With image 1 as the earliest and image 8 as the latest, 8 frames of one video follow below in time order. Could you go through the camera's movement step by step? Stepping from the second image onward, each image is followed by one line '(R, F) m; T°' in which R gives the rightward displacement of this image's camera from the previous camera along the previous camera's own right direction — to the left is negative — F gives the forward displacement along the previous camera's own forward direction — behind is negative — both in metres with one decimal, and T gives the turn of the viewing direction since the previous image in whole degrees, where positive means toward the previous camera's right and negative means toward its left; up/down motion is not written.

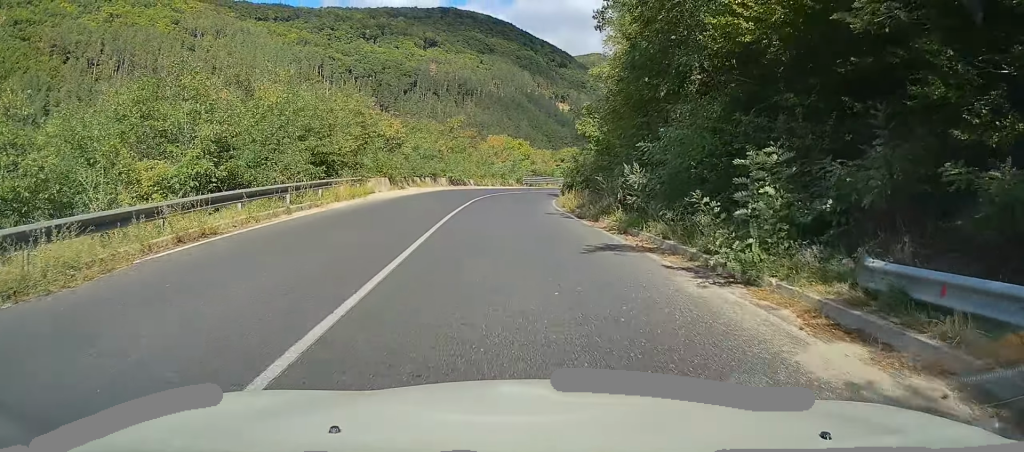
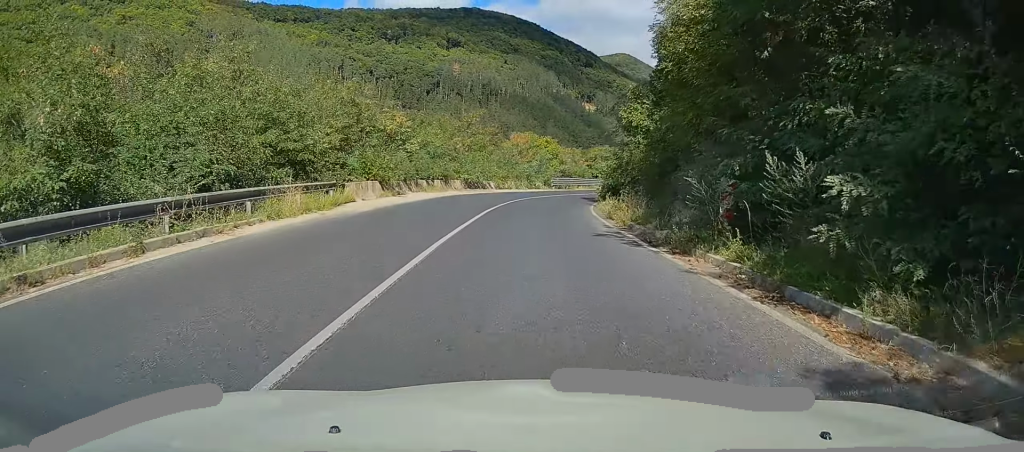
(-0.2, +8.3) m; -4°
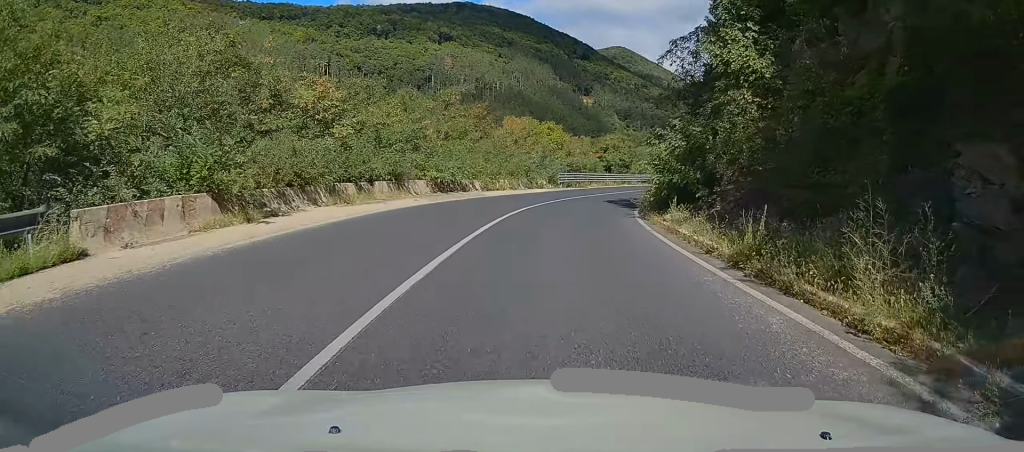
(-0.6, +15.4) m; 0°
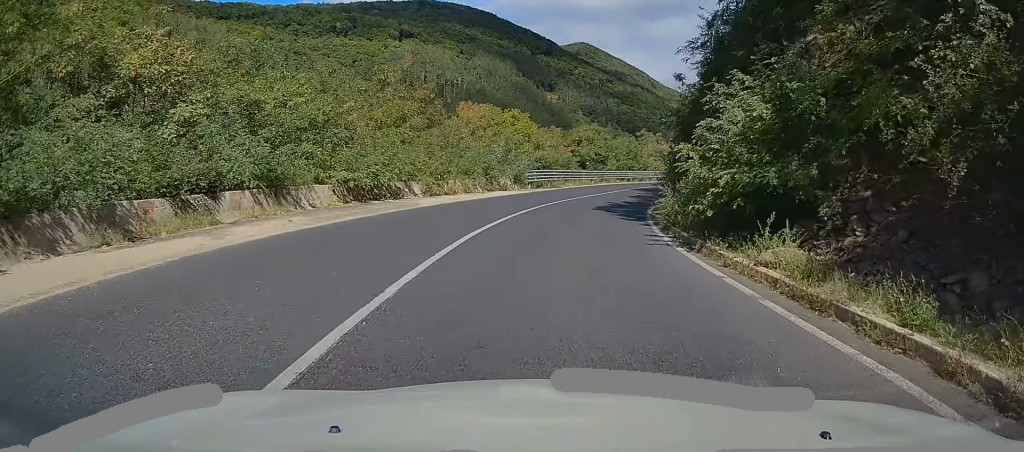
(+0.4, +10.0) m; +5°
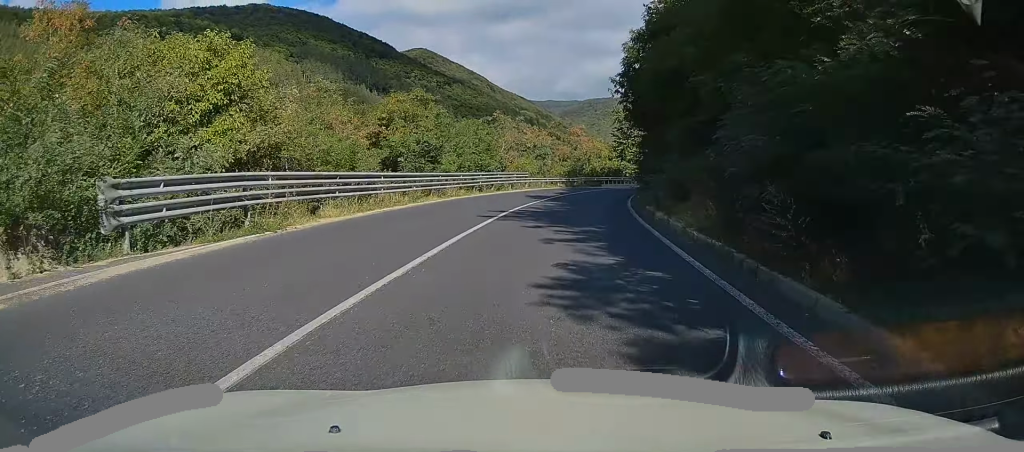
(+4.3, +31.1) m; +15°
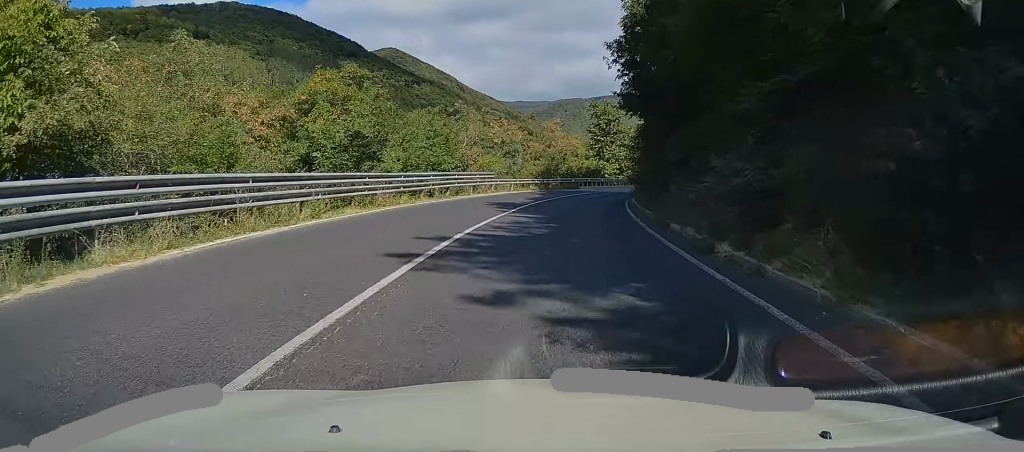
(+0.3, +8.9) m; +3°
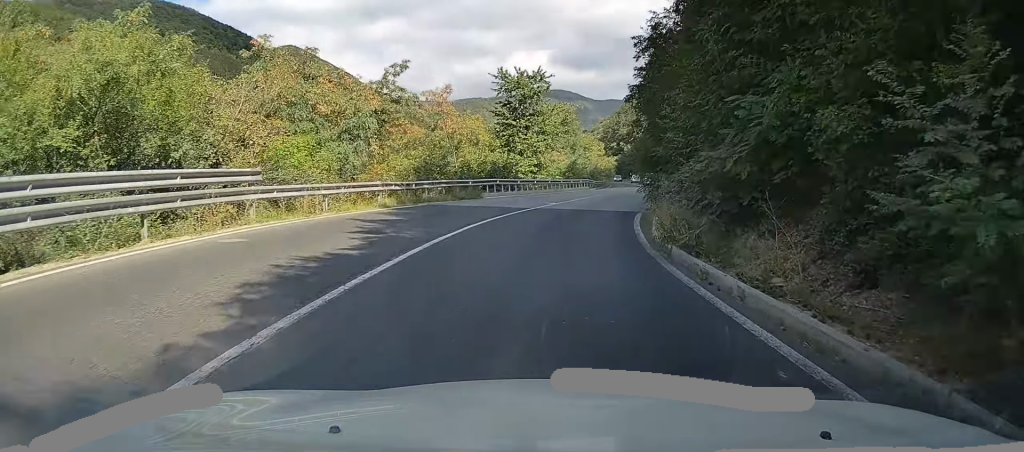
(+1.9, +25.1) m; +10°
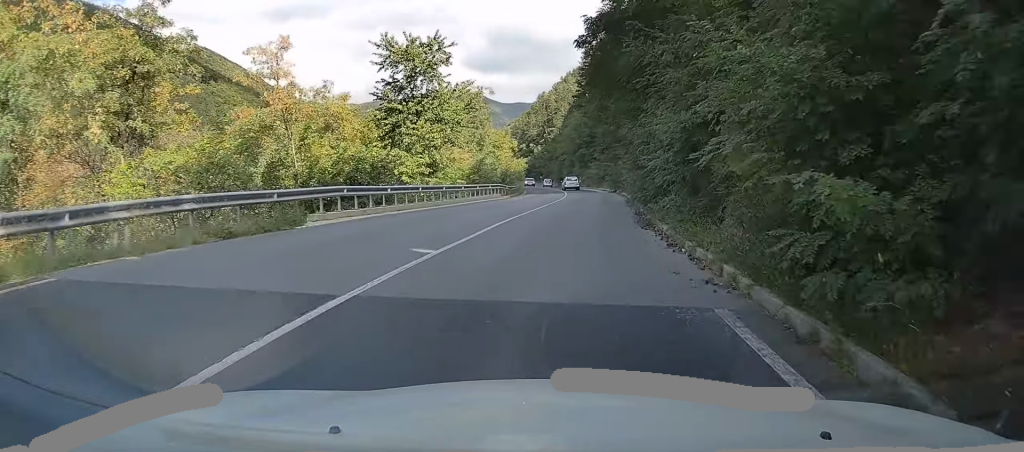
(+1.1, +16.4) m; +6°
